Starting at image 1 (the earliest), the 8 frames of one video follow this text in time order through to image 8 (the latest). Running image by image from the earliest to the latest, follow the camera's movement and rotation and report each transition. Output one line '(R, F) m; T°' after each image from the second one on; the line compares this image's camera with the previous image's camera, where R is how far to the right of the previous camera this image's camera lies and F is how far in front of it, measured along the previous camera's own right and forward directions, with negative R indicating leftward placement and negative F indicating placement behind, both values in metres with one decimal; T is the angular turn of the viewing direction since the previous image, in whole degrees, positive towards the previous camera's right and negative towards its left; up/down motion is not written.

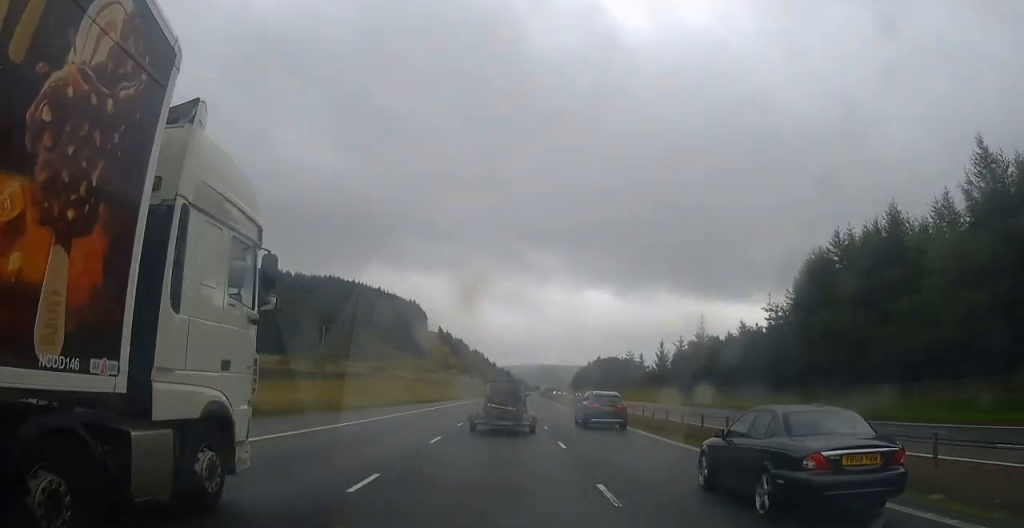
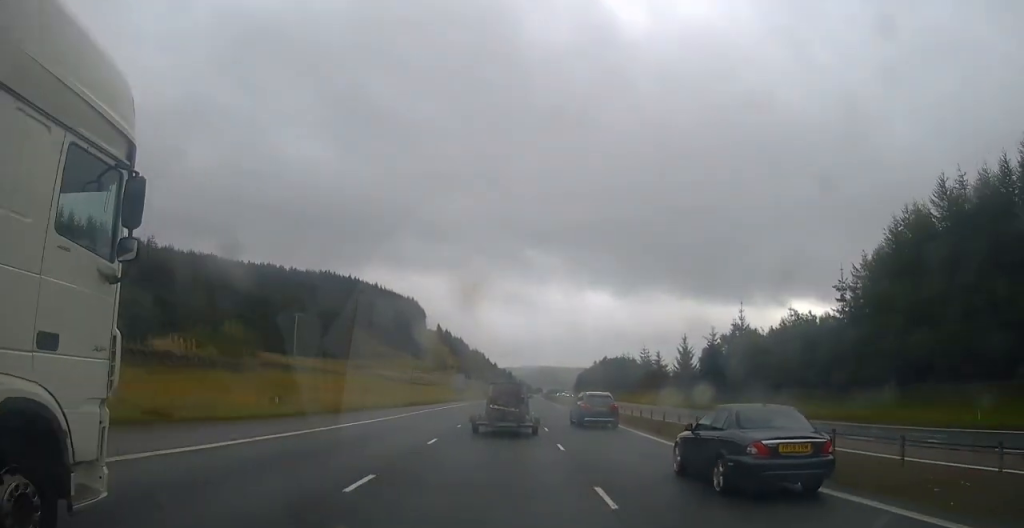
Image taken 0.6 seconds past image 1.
(0.0, +18.2) m; 0°
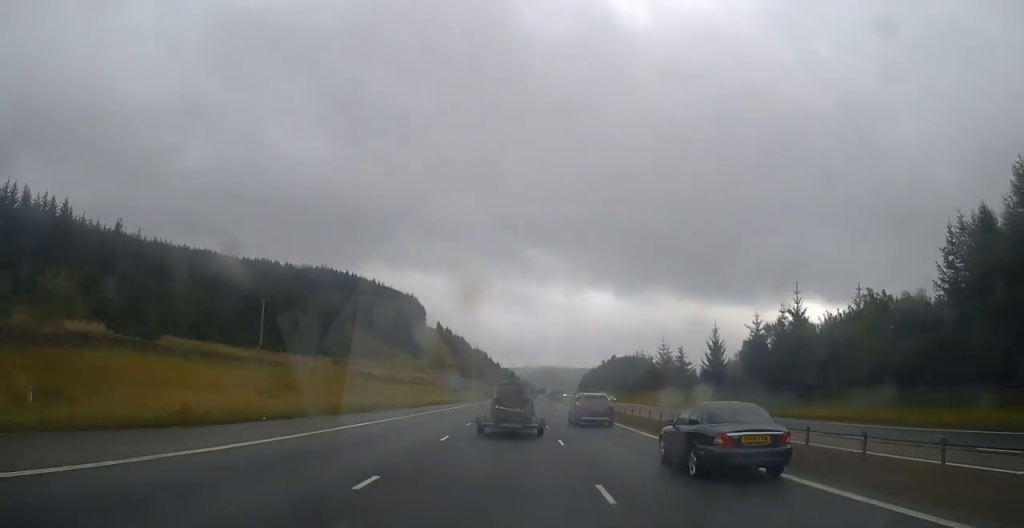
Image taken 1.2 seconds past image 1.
(0.0, +17.2) m; 0°
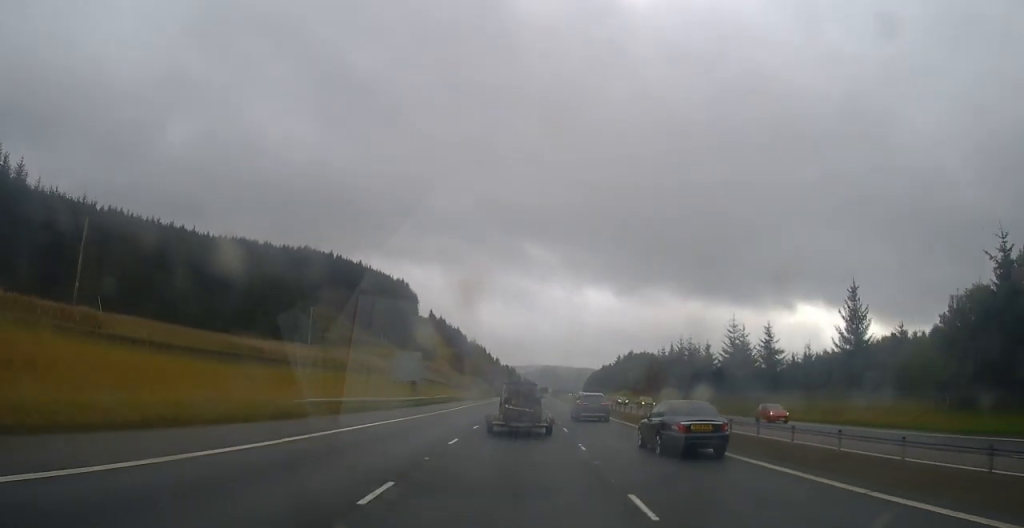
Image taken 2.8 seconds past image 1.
(+0.1, +45.6) m; +1°
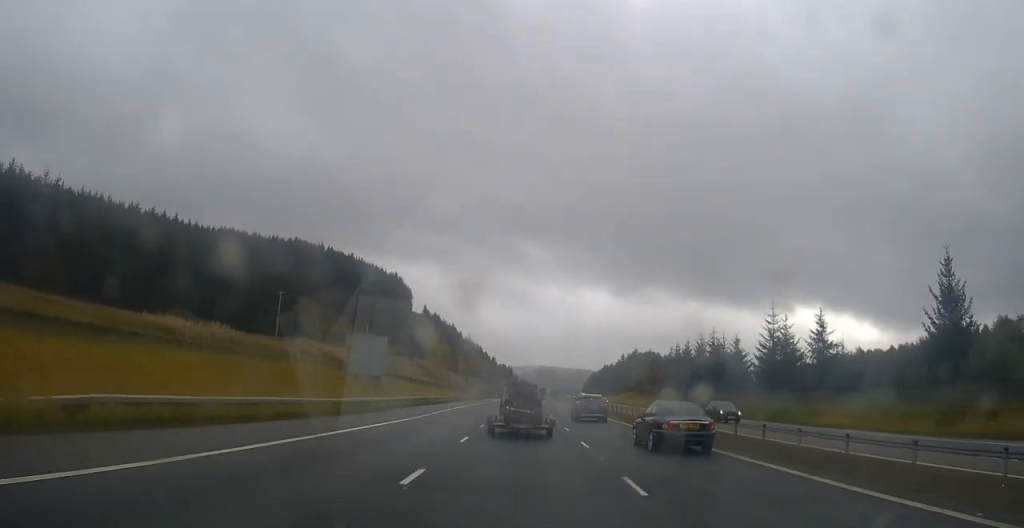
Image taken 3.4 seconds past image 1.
(+0.1, +16.1) m; 0°
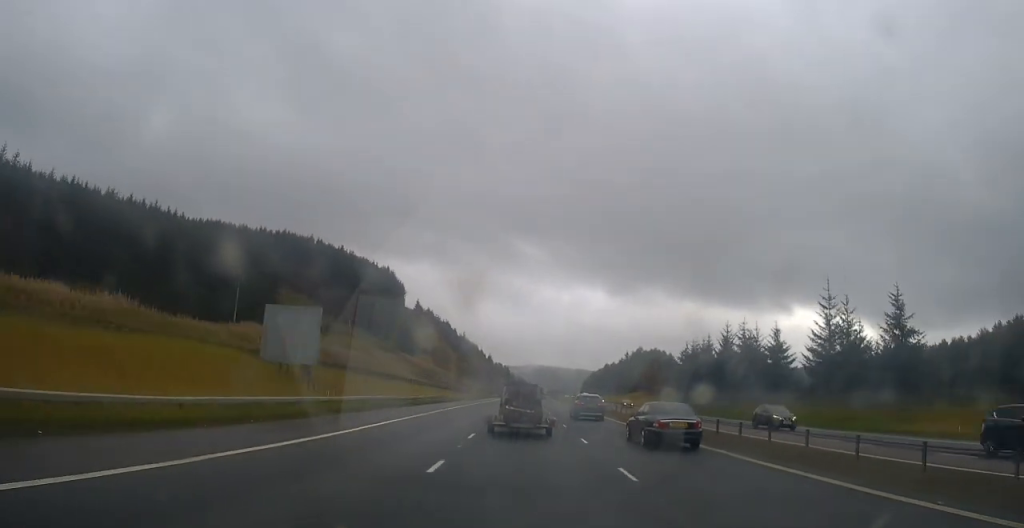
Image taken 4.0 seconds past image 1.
(+0.3, +16.1) m; 0°
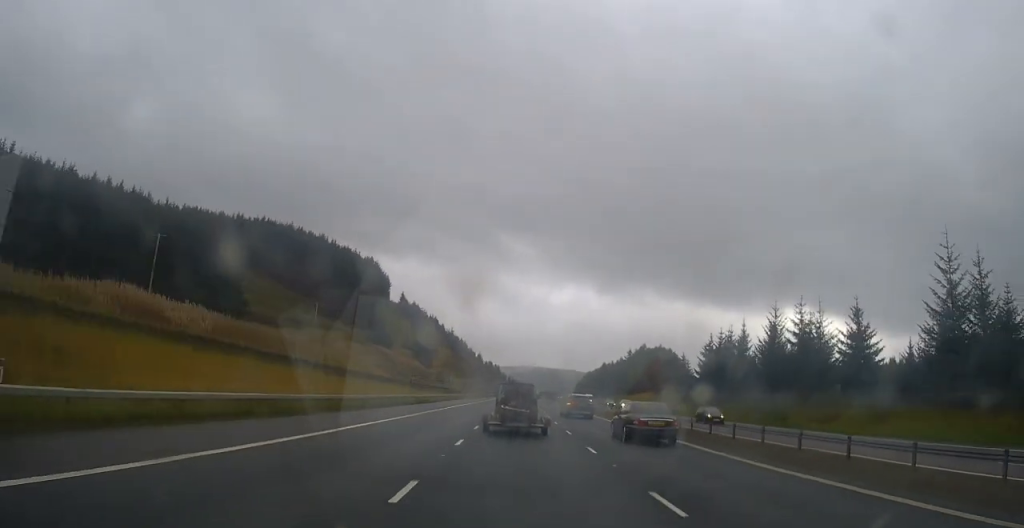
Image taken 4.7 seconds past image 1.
(-0.3, +21.9) m; +1°
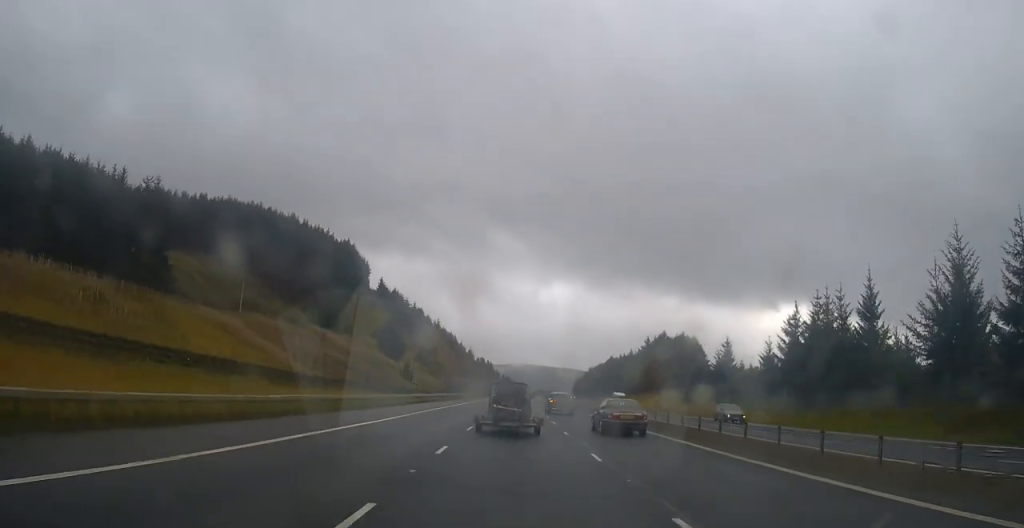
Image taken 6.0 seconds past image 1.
(+0.8, +37.1) m; +1°
